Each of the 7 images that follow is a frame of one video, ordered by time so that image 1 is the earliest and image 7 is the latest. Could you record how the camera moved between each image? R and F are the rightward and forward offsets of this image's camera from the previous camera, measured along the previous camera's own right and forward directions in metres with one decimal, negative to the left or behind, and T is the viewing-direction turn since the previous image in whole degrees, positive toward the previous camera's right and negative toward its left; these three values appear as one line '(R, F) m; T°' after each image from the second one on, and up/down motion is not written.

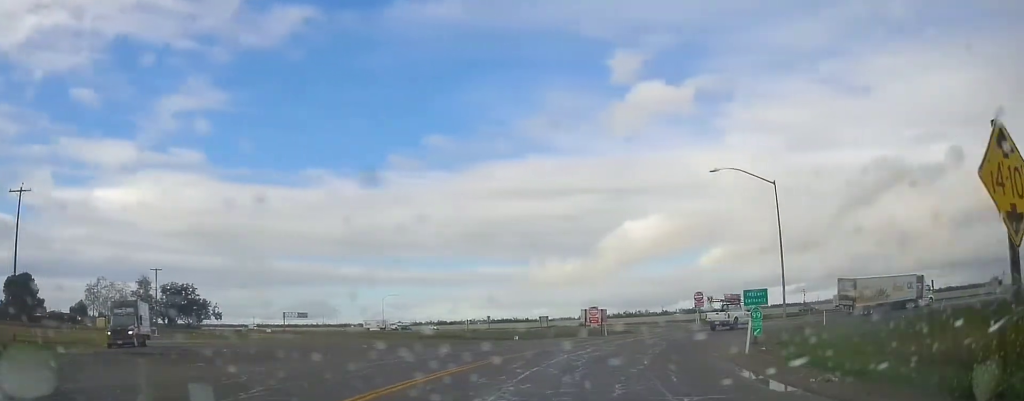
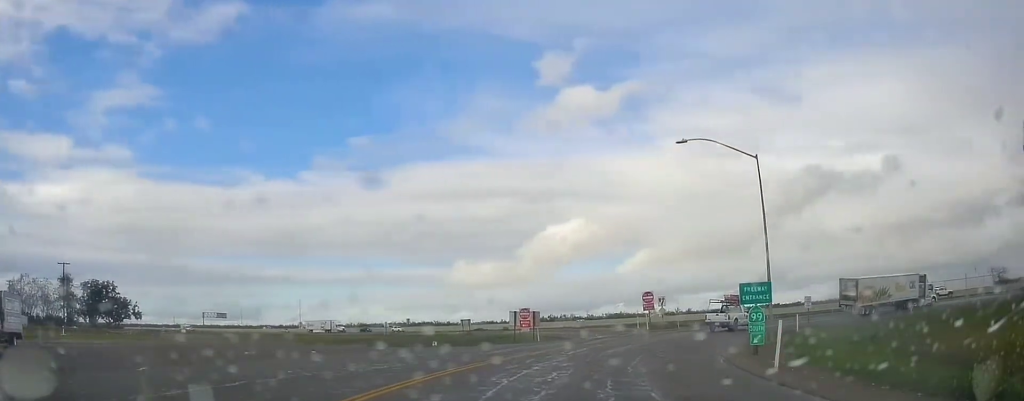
(-0.1, +7.8) m; +2°
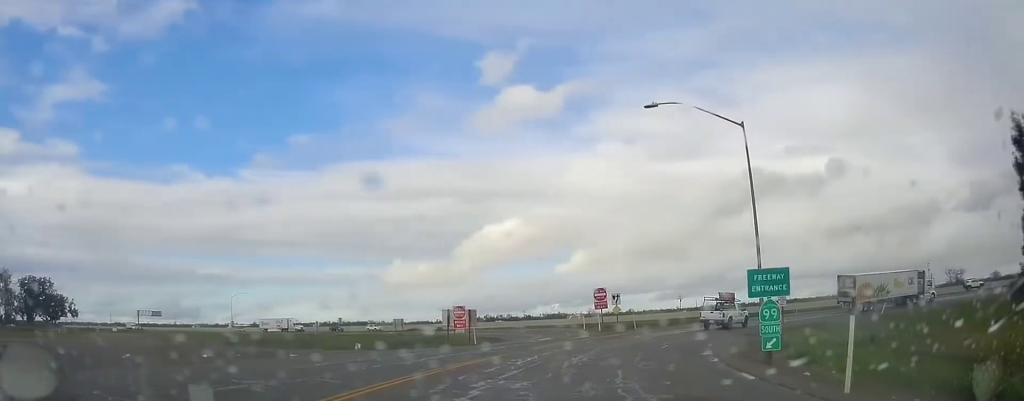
(+0.3, +5.9) m; +6°
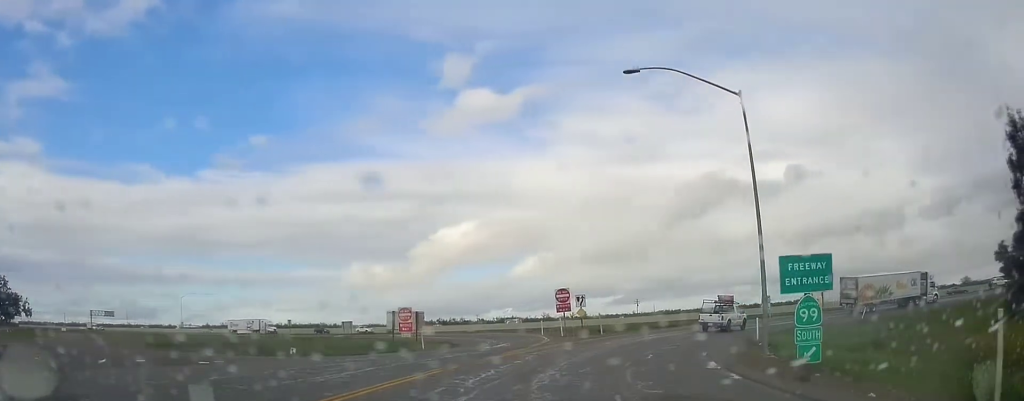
(-0.3, +4.8) m; +5°
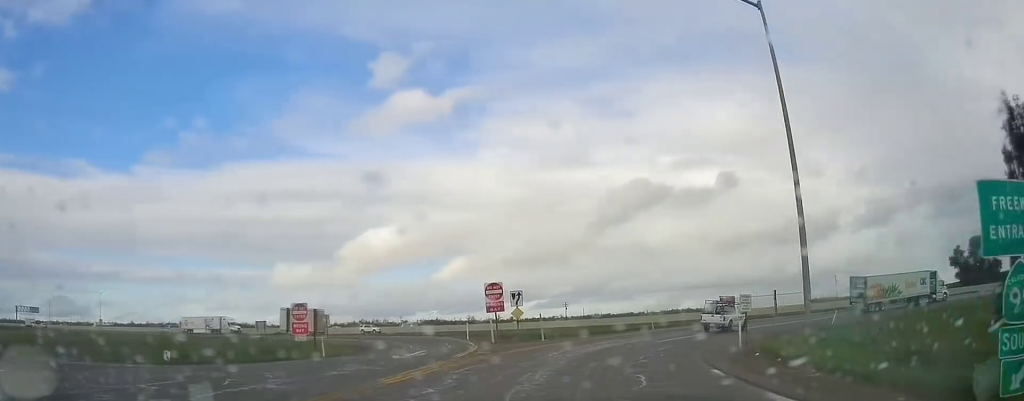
(+1.1, +7.4) m; +8°
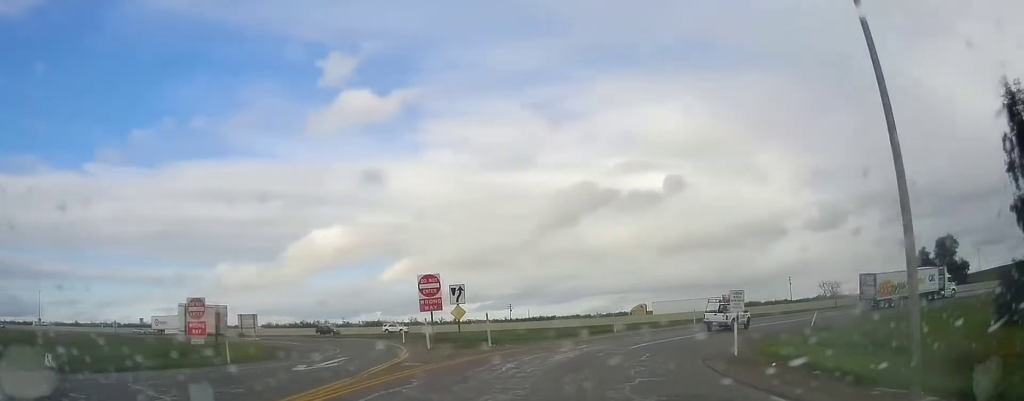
(+0.3, +5.4) m; +5°
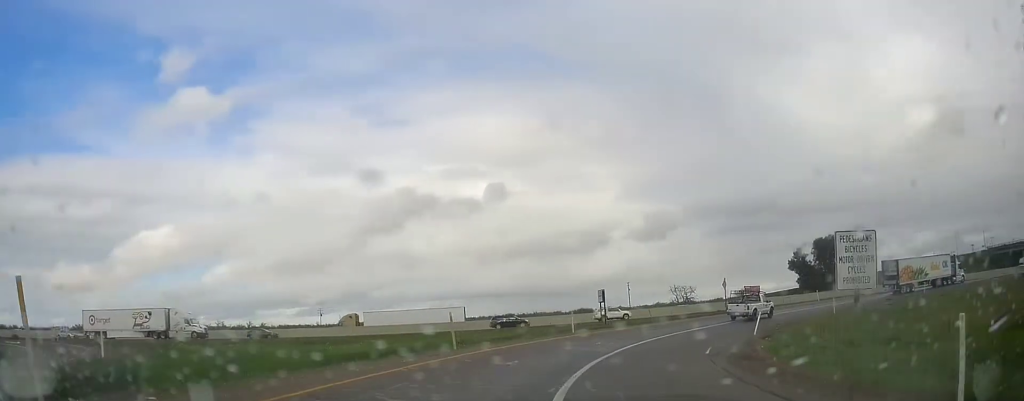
(+2.0, +18.3) m; +17°
